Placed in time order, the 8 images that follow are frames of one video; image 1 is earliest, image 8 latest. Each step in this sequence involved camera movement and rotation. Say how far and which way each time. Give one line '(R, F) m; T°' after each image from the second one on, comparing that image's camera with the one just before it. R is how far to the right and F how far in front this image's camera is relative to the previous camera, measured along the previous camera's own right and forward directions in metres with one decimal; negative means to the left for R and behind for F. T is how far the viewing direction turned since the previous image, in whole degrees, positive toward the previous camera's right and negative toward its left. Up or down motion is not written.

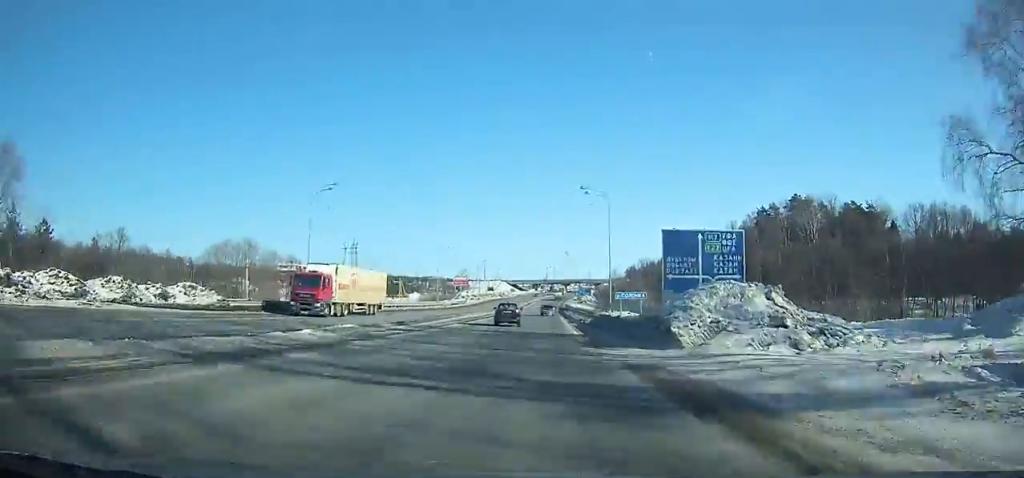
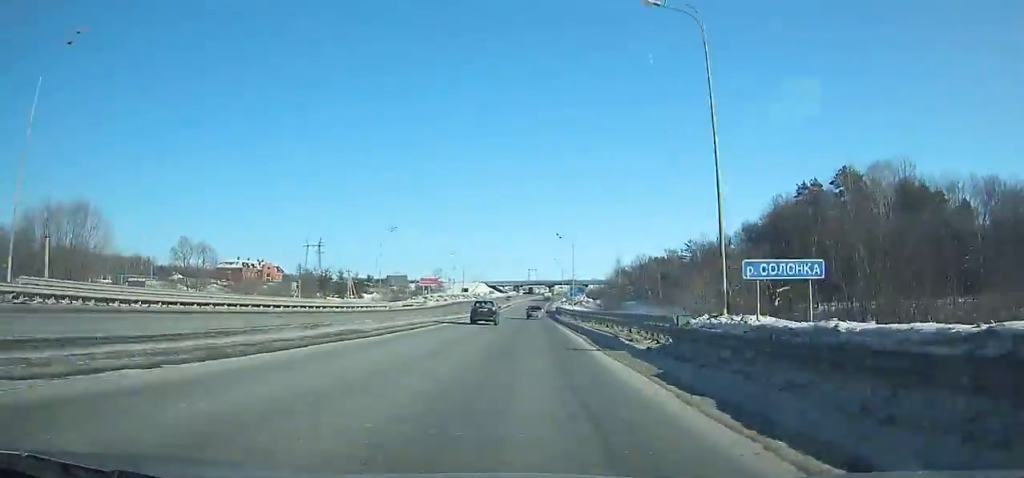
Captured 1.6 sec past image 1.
(+0.5, +34.0) m; +1°
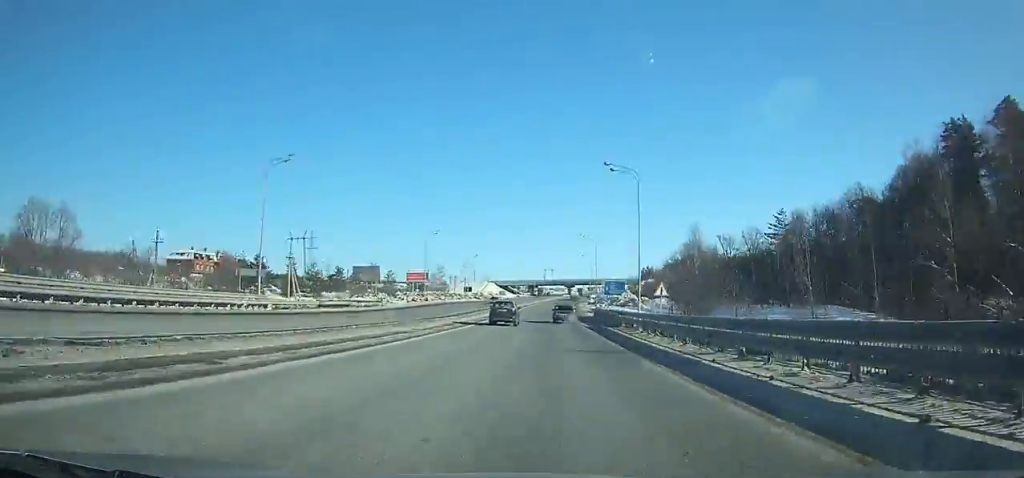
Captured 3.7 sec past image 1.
(+0.5, +44.2) m; +1°
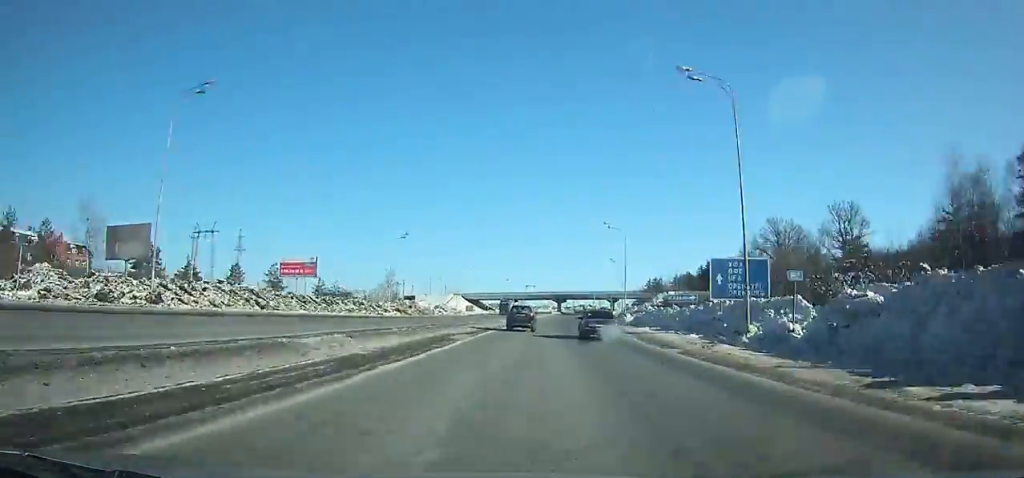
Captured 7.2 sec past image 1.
(+0.4, +71.7) m; +1°
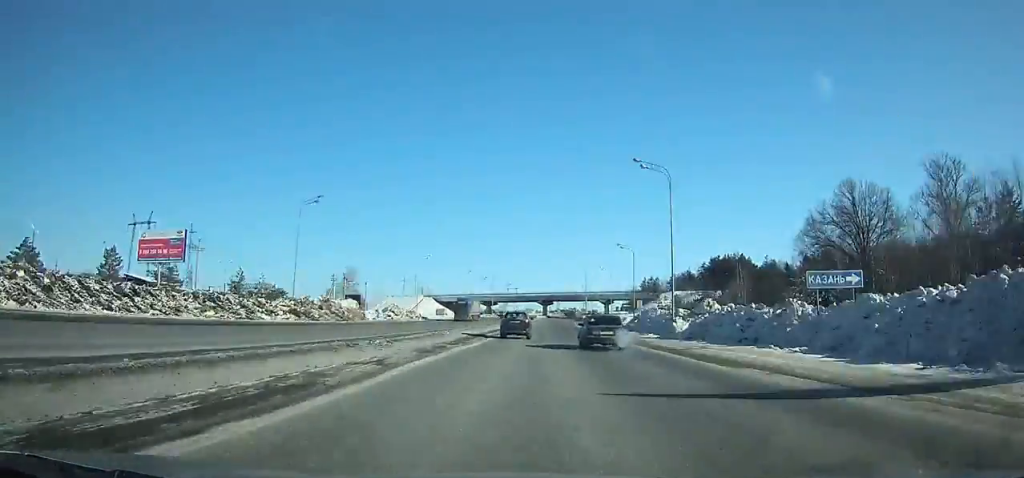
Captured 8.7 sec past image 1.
(+0.1, +30.2) m; +1°
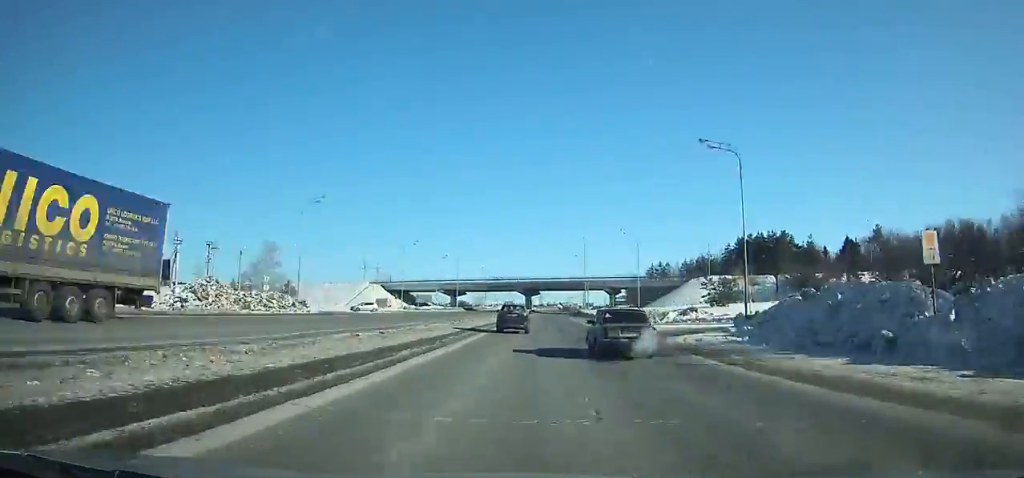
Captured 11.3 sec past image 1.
(+1.1, +51.2) m; +2°
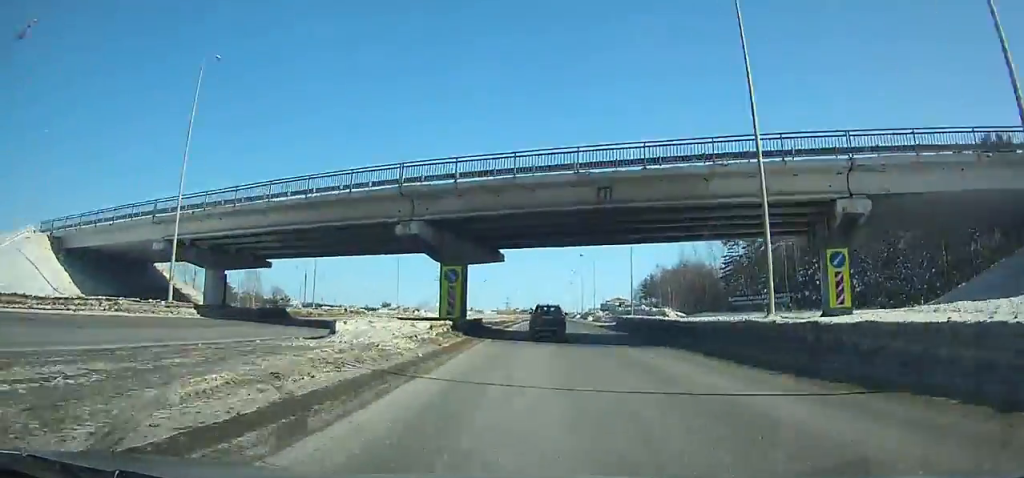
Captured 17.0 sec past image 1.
(+2.2, +108.4) m; +3°
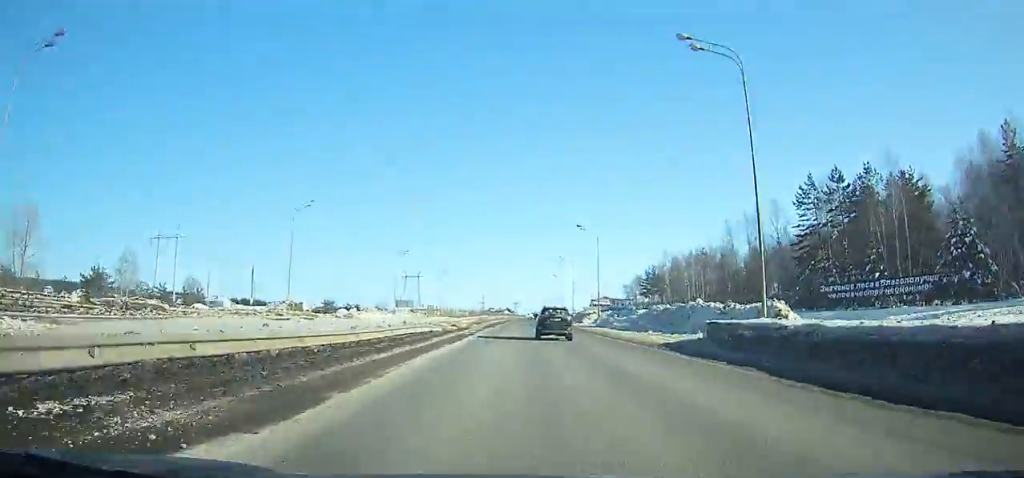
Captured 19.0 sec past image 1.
(+0.3, +36.3) m; +1°
